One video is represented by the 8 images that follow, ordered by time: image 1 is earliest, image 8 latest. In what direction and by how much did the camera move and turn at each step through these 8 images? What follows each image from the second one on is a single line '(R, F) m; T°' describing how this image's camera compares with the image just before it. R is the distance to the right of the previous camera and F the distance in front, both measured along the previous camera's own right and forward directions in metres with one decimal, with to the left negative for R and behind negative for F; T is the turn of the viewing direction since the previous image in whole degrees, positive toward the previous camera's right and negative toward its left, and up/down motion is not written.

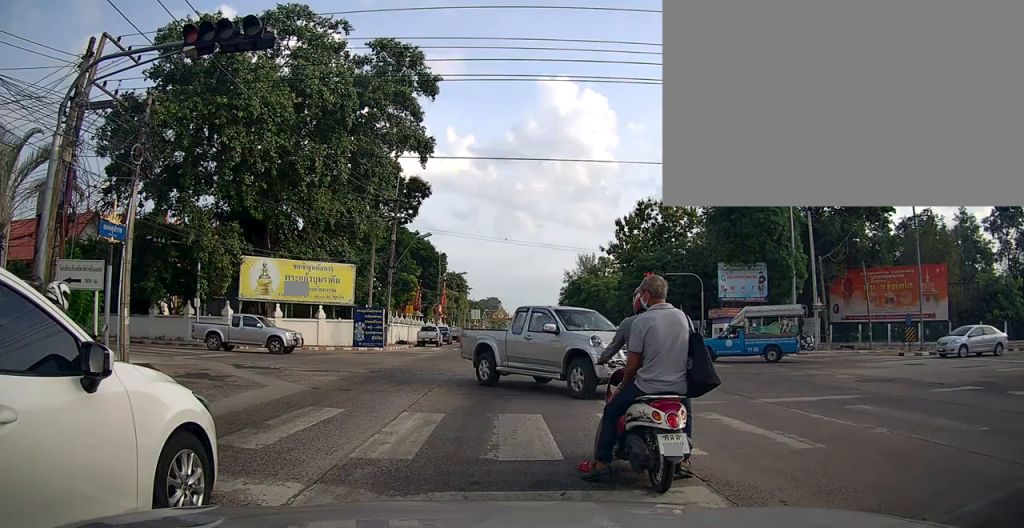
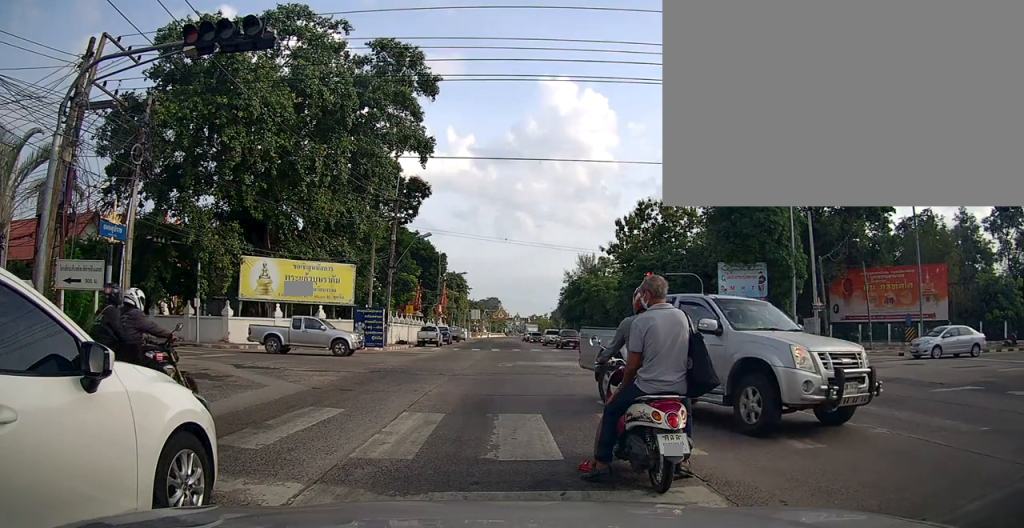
(0.0, 0.0) m; 0°
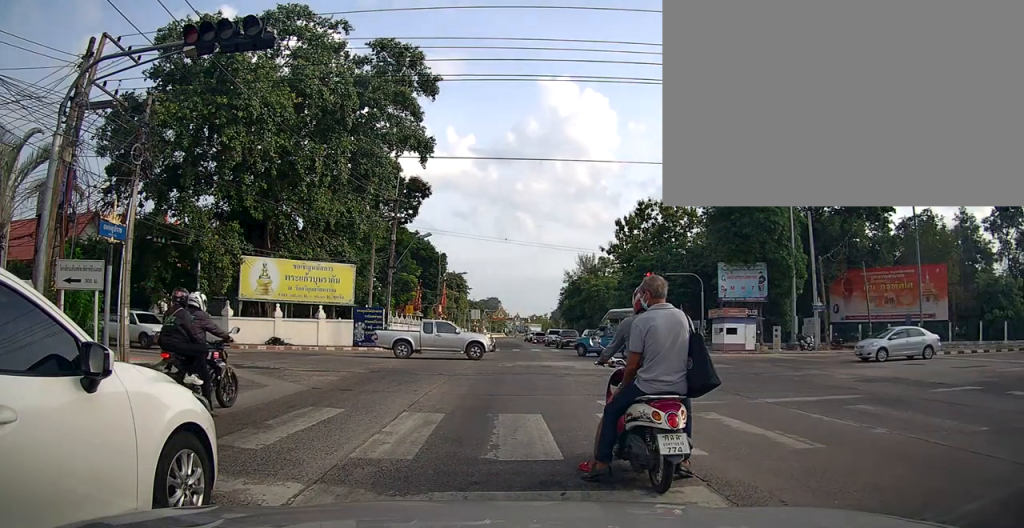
(0.0, 0.0) m; 0°
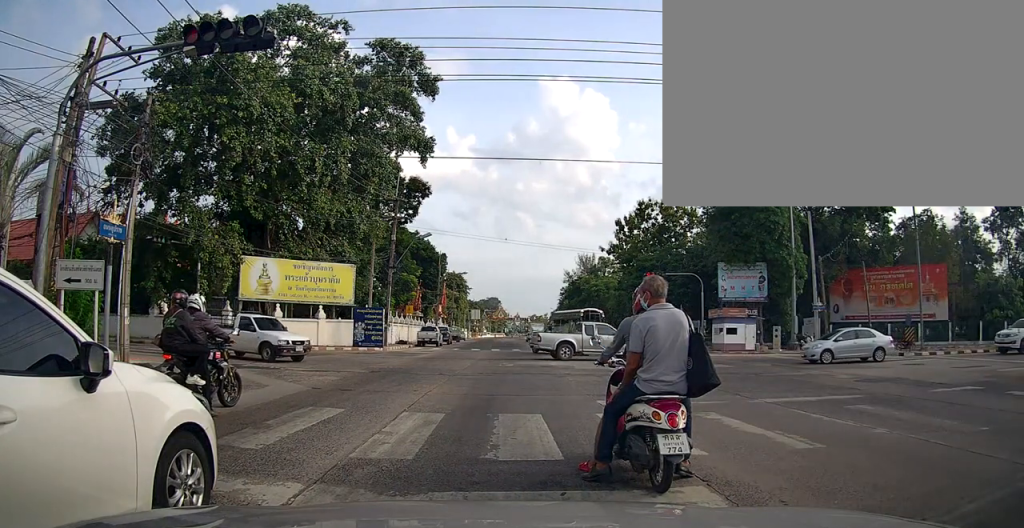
(0.0, 0.0) m; 0°
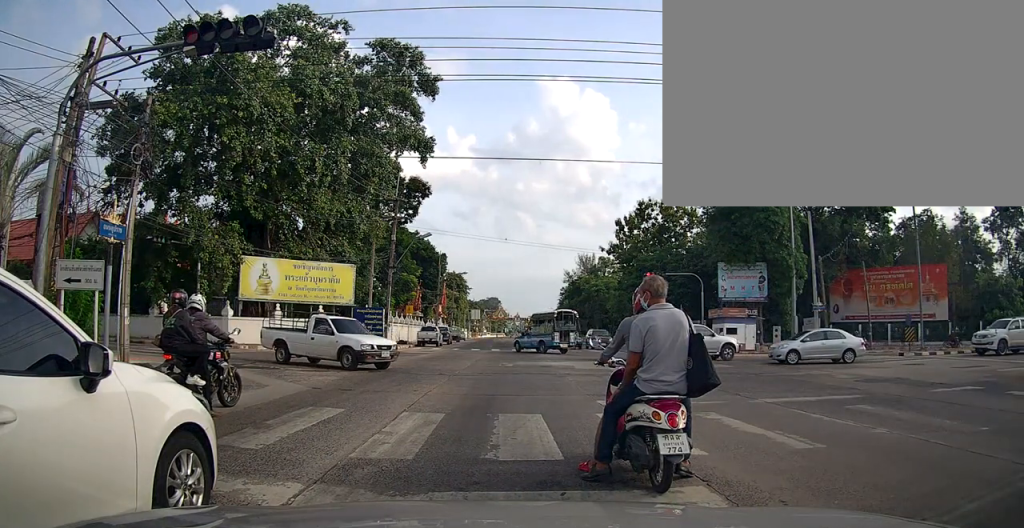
(0.0, 0.0) m; 0°
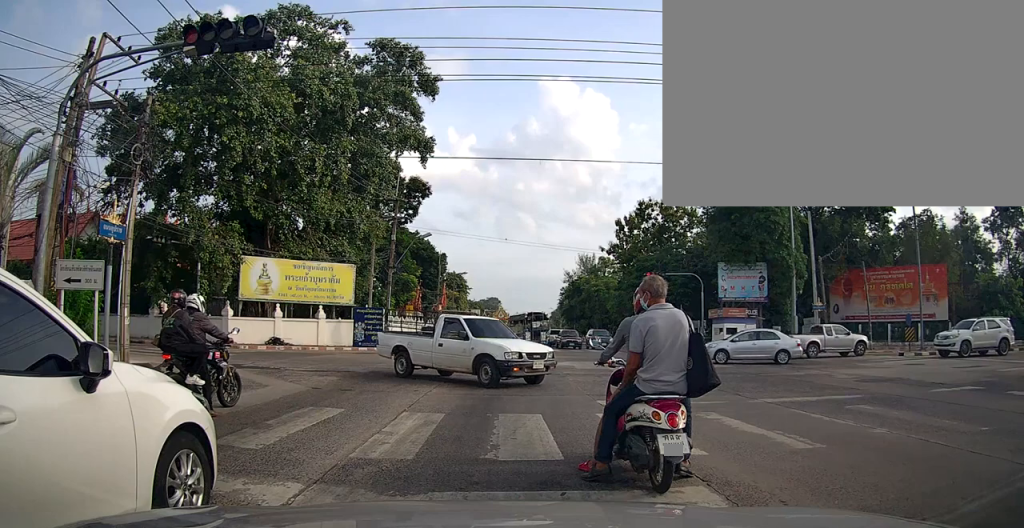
(0.0, 0.0) m; 0°
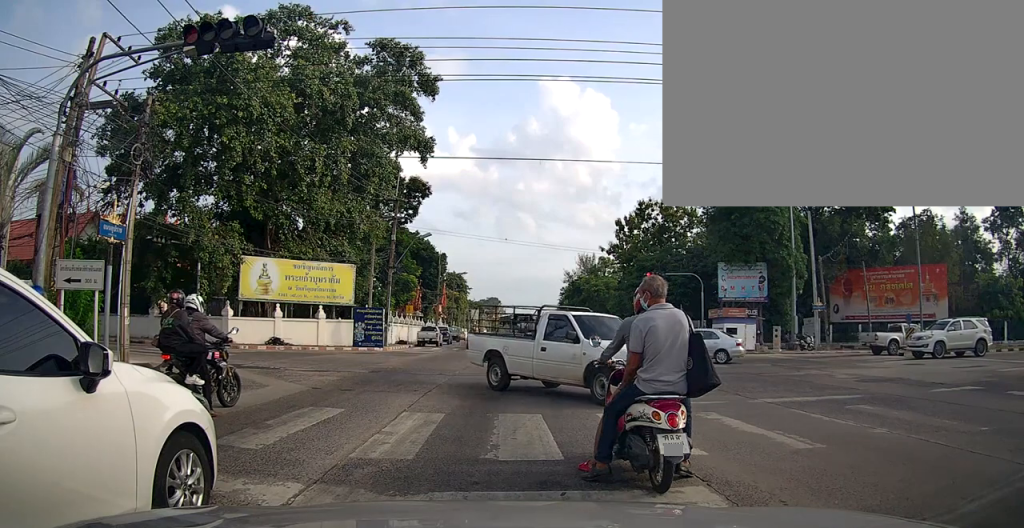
(0.0, 0.0) m; 0°
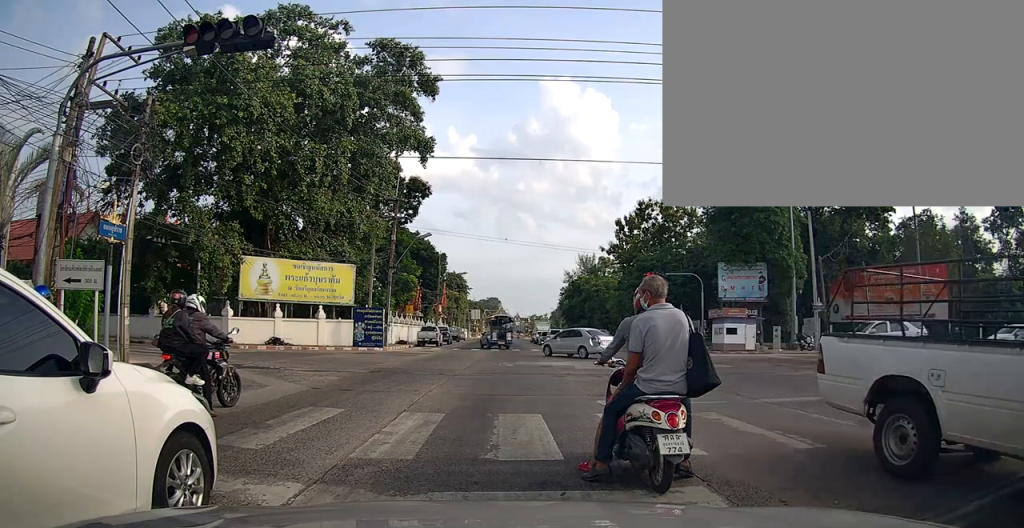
(0.0, 0.0) m; 0°
